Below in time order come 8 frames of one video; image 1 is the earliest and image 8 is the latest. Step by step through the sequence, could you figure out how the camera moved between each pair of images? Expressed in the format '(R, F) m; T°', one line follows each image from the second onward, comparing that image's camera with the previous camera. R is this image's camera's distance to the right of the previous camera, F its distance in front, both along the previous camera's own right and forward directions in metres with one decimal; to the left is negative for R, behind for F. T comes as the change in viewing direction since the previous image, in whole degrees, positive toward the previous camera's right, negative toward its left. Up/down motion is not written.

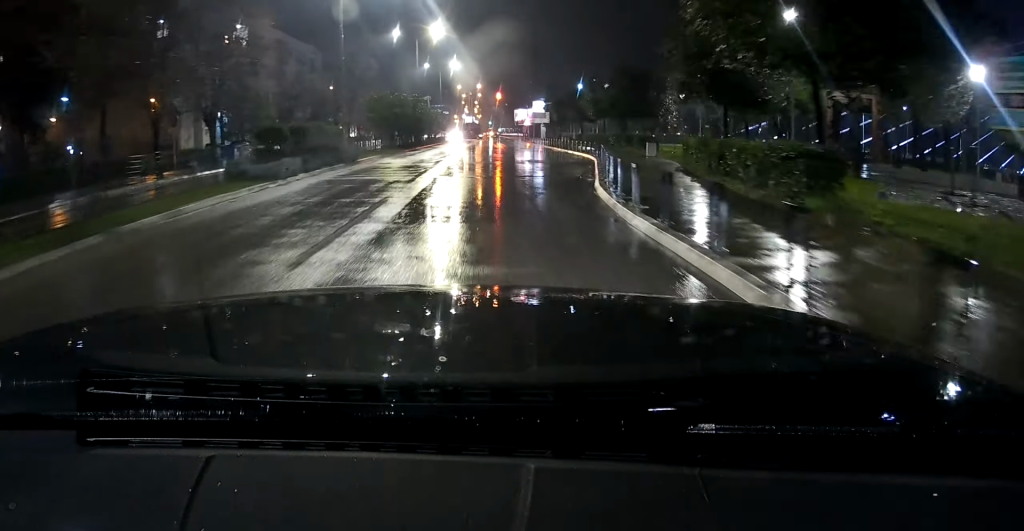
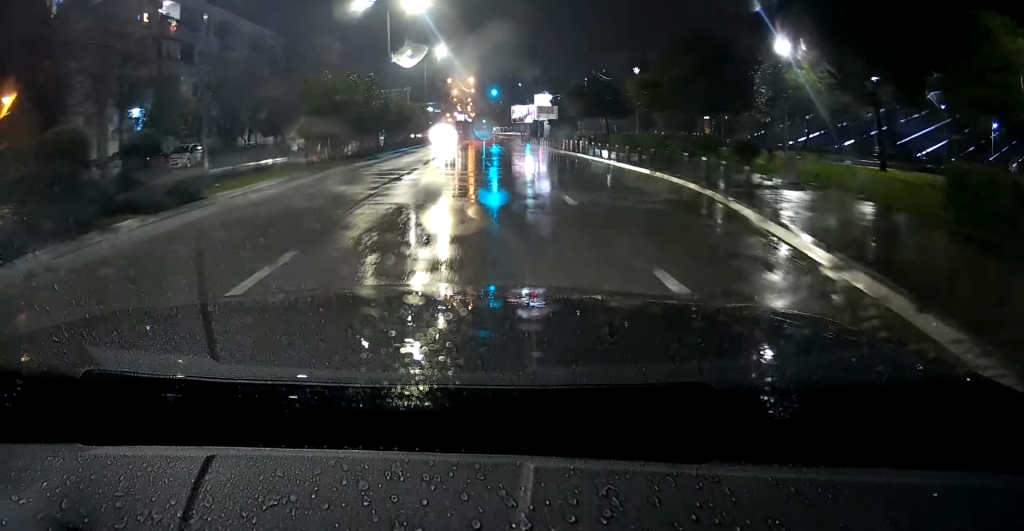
(+0.4, +16.2) m; +2°
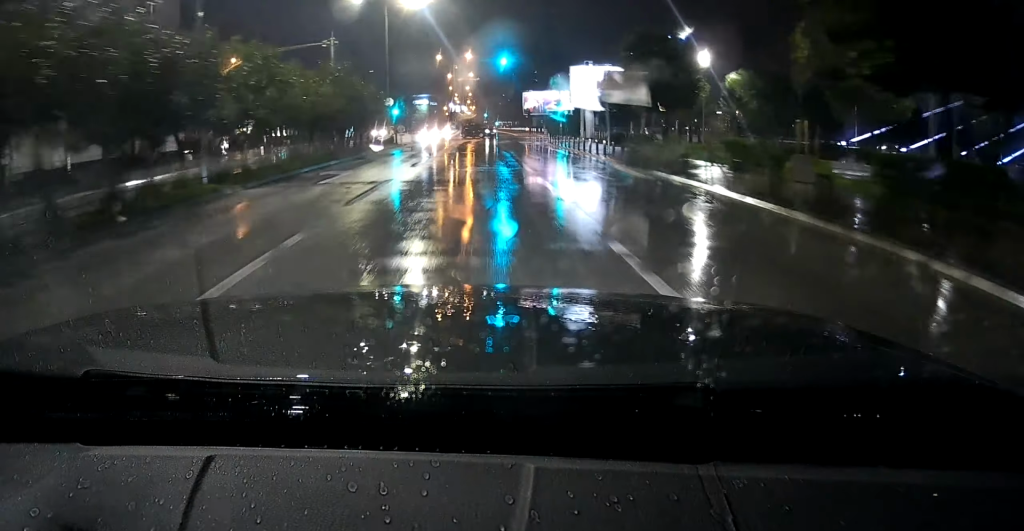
(+0.4, +32.3) m; +1°
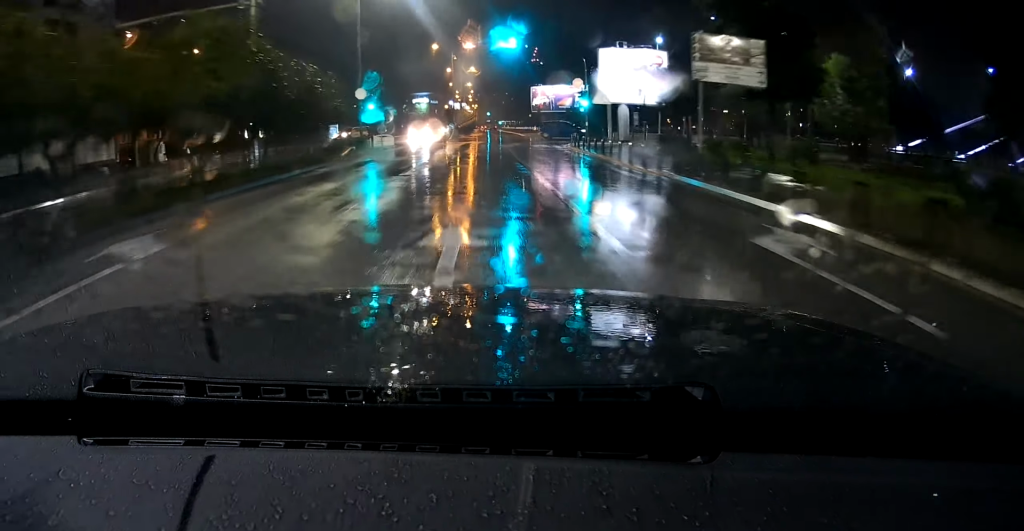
(0.0, +11.2) m; -1°
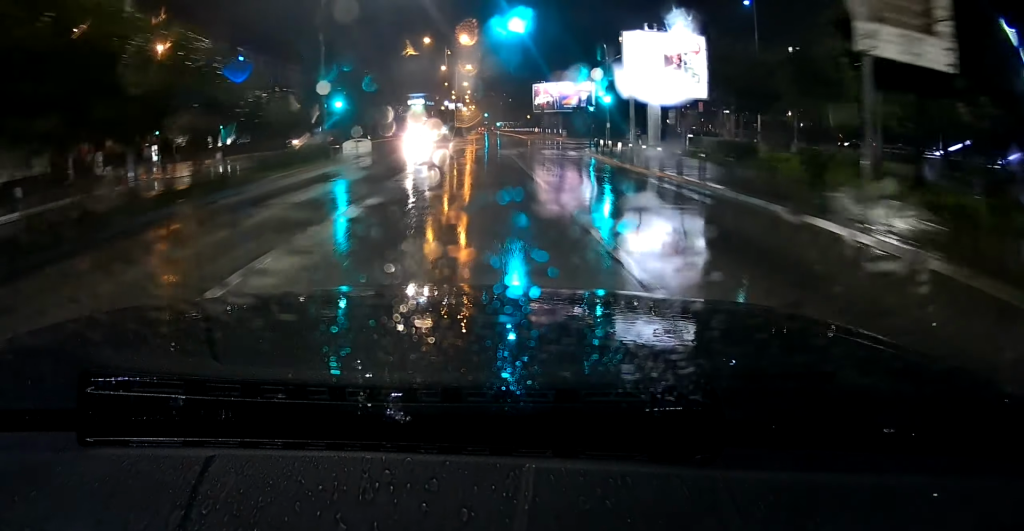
(+0.1, +7.6) m; -1°
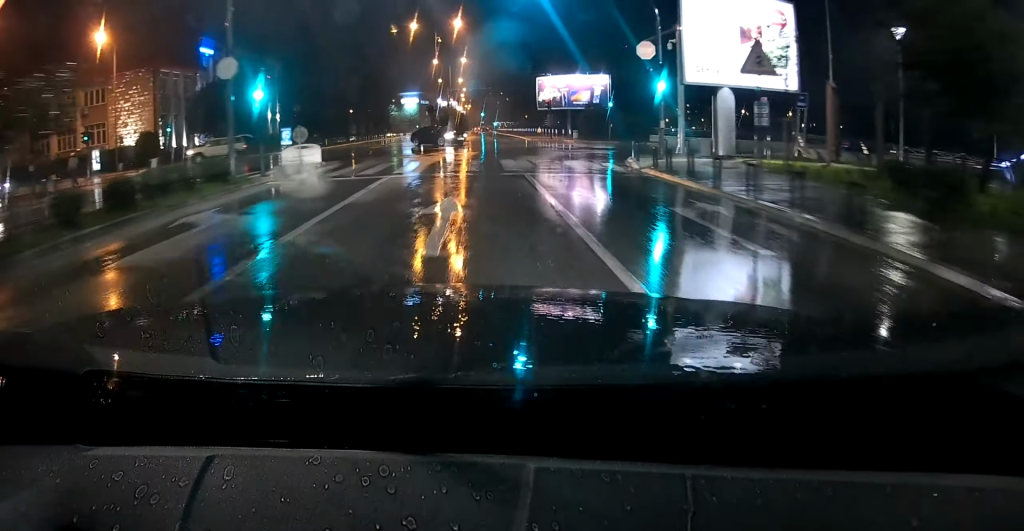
(-0.2, +10.7) m; 0°
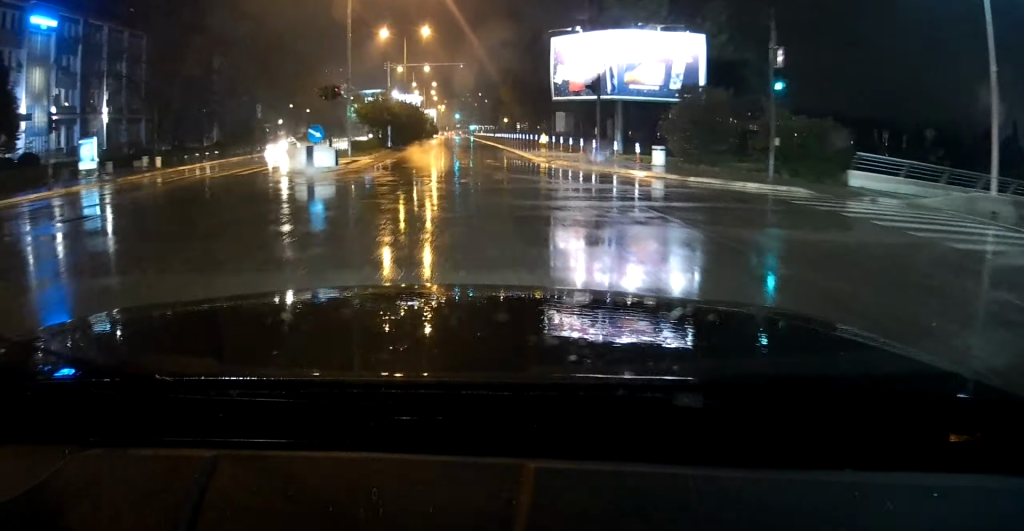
(+0.9, +34.4) m; +3°
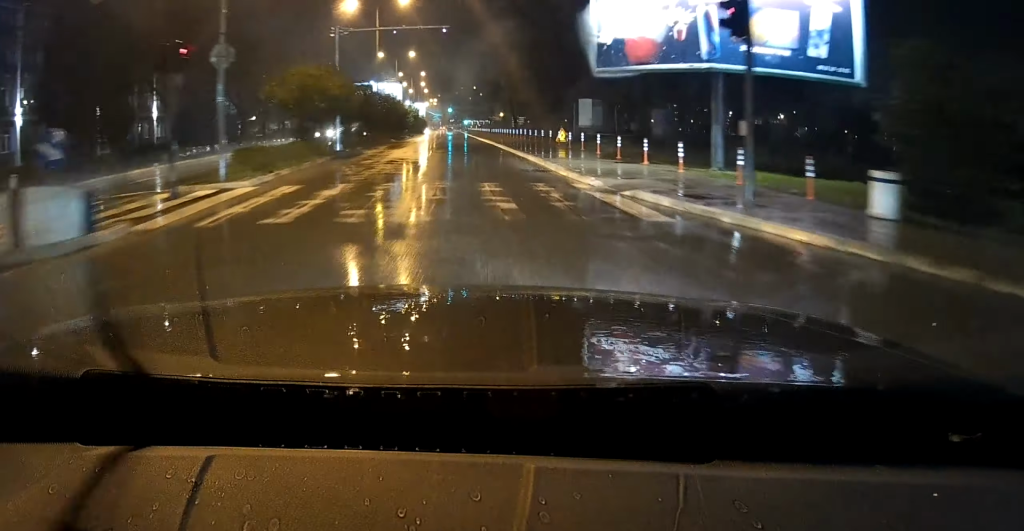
(+0.2, +14.5) m; 0°
